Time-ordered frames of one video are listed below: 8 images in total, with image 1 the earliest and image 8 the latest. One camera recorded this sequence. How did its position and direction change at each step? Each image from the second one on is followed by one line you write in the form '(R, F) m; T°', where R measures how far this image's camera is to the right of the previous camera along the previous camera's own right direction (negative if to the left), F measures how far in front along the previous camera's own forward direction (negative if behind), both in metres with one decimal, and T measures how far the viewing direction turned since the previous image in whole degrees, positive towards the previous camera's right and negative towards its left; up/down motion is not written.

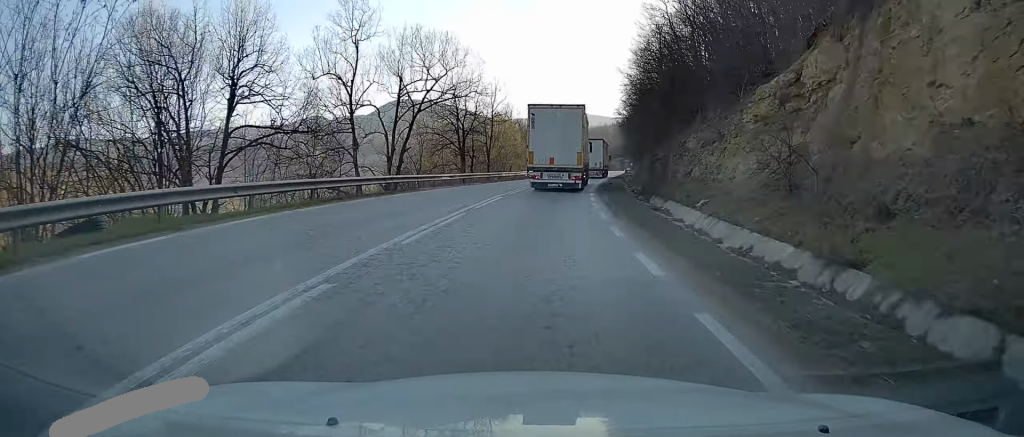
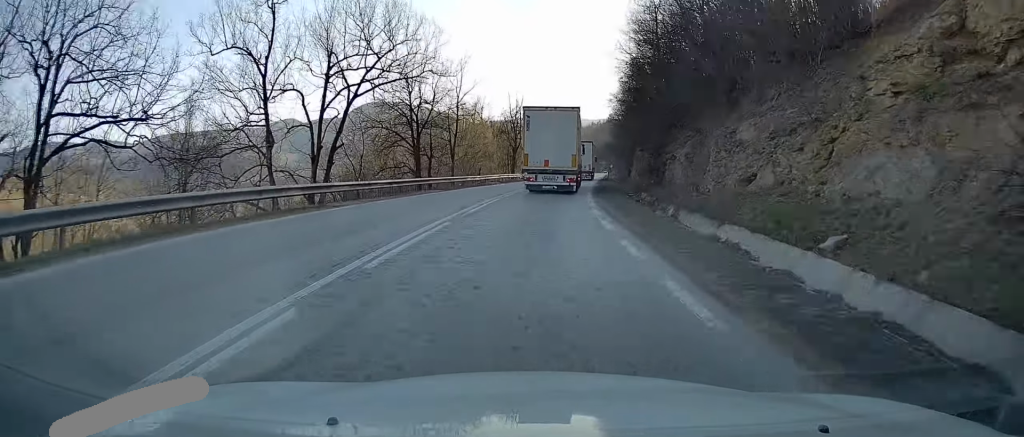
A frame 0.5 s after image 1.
(+0.3, +10.6) m; +2°
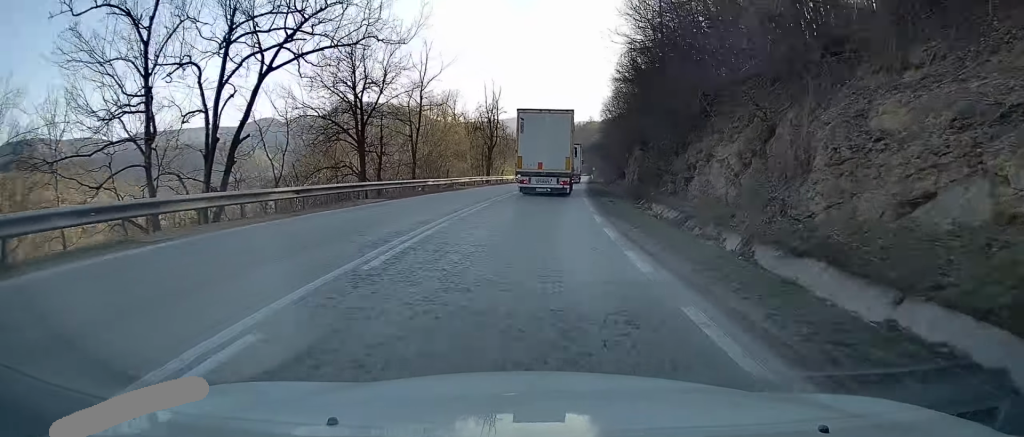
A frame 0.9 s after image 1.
(+0.1, +9.2) m; +2°
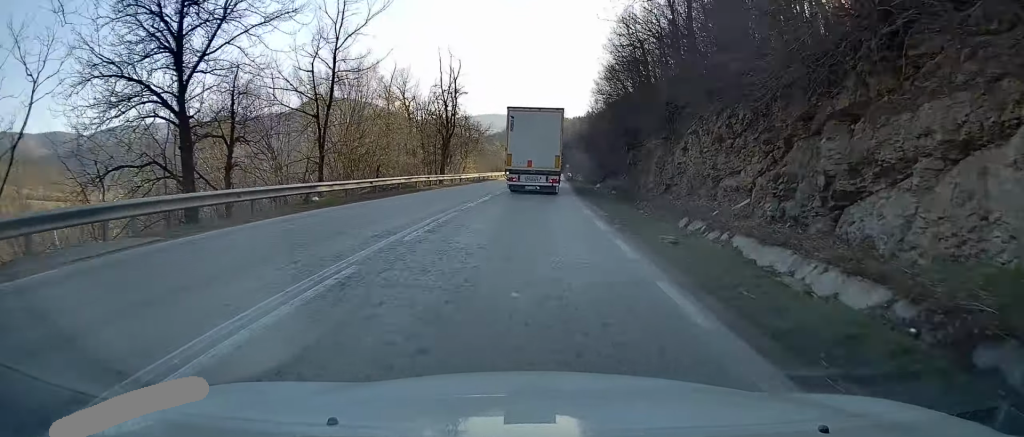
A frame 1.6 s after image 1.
(+0.4, +15.0) m; +1°
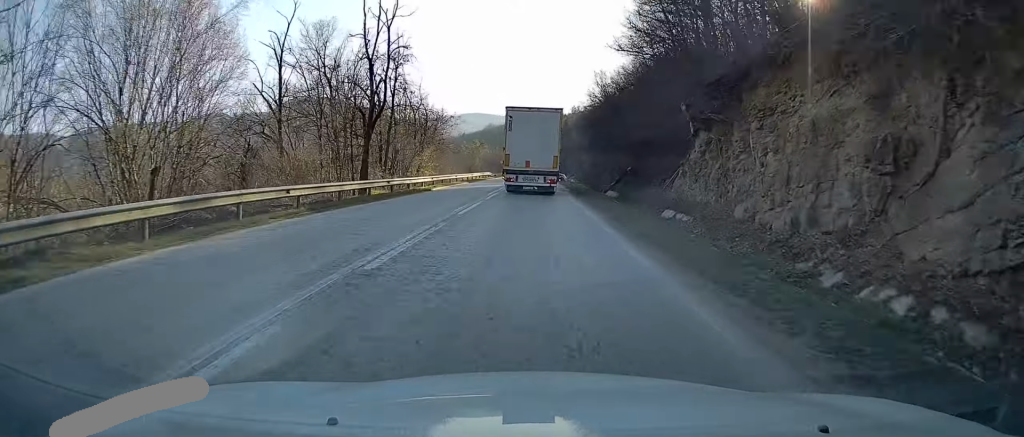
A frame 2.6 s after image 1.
(+0.1, +20.9) m; 0°
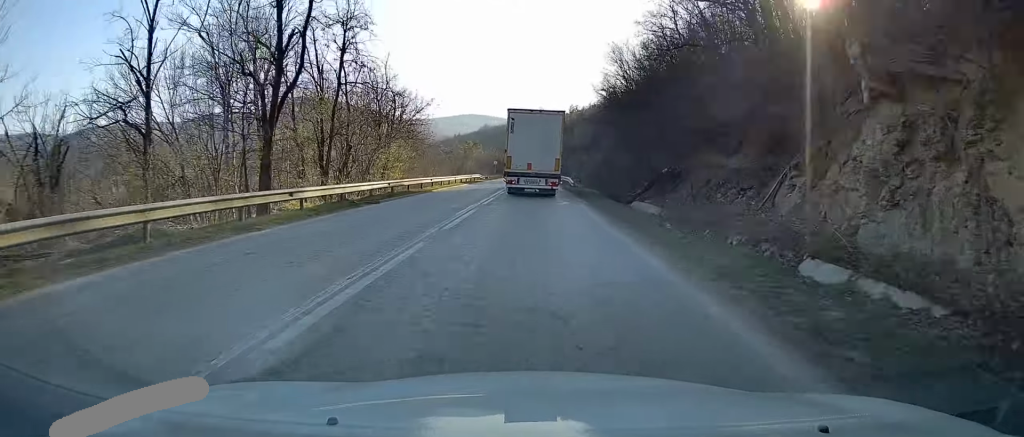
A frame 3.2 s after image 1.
(-0.1, +12.3) m; 0°
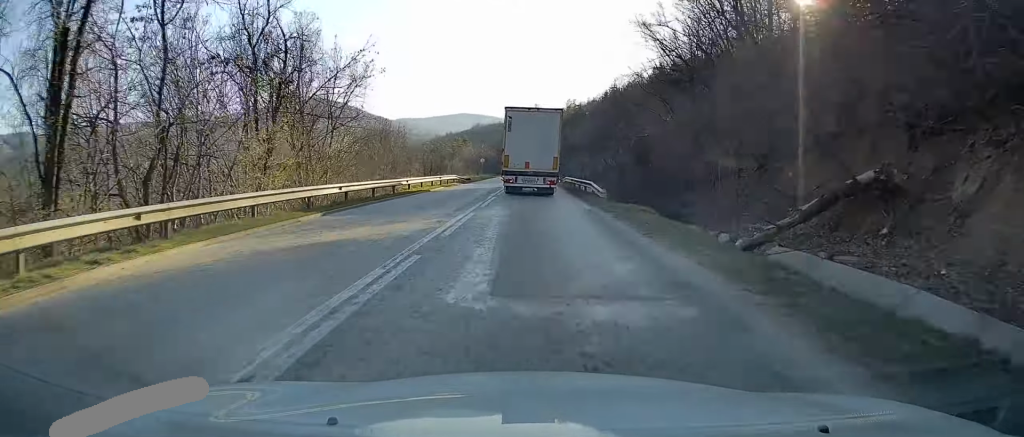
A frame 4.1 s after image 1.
(0.0, +19.6) m; +1°
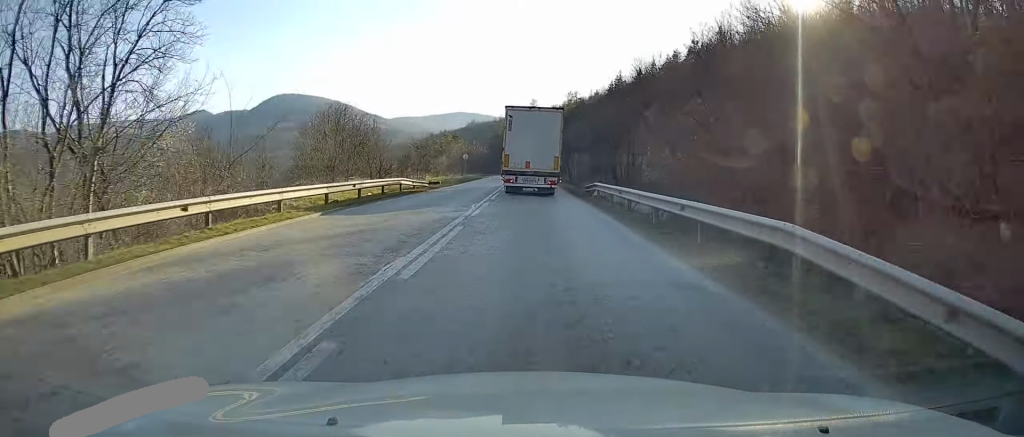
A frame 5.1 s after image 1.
(+0.5, +22.7) m; +1°
